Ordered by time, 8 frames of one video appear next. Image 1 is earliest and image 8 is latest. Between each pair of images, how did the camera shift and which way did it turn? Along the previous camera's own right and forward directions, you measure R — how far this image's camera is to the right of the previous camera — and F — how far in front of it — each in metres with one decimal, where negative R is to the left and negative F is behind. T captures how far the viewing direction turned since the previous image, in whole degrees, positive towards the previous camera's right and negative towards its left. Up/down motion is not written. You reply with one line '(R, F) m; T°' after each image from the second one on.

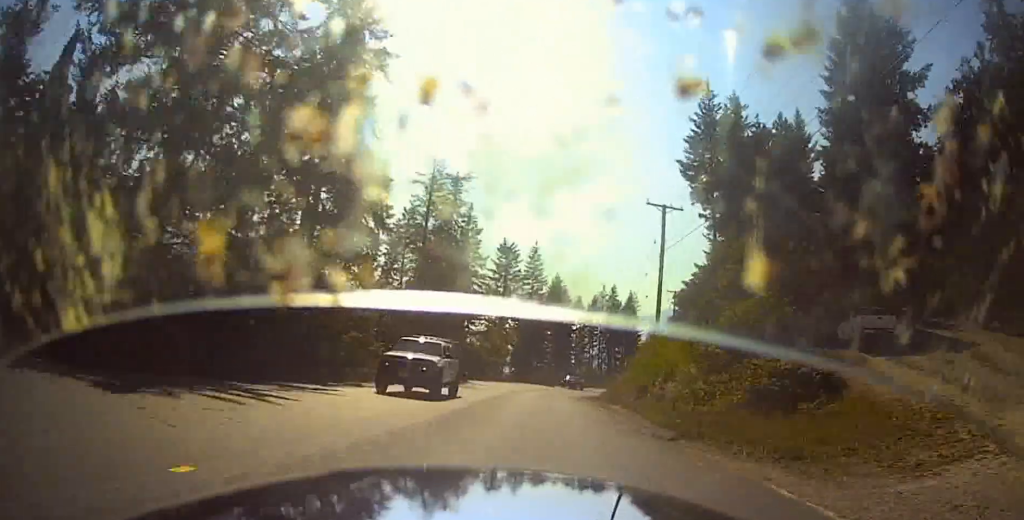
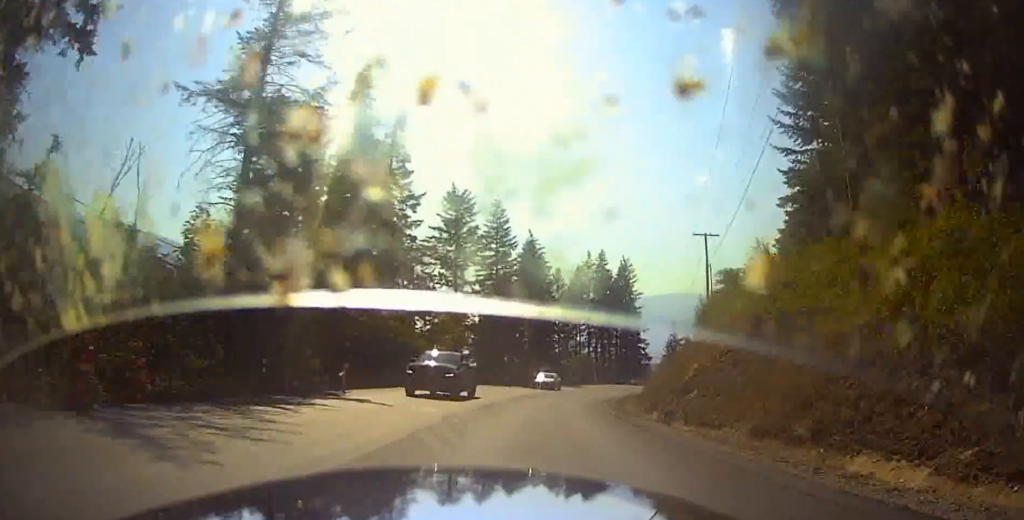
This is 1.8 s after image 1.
(+0.7, +28.2) m; +1°
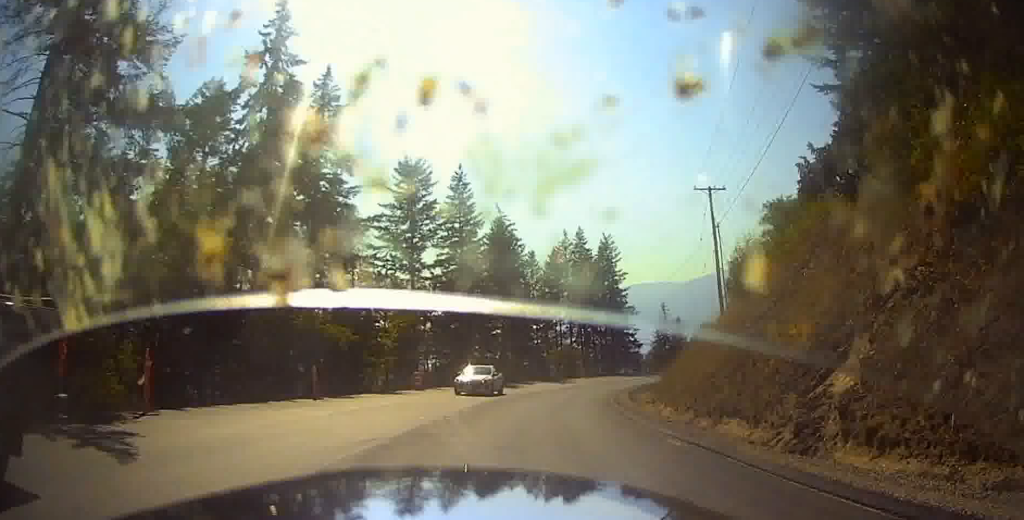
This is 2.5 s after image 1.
(+0.1, +10.6) m; +3°
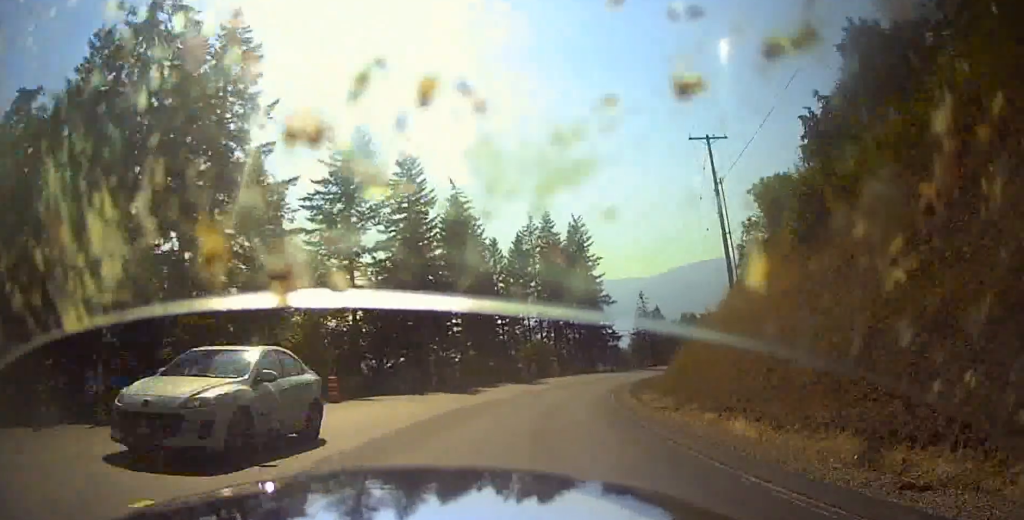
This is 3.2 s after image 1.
(+0.1, +9.5) m; +5°
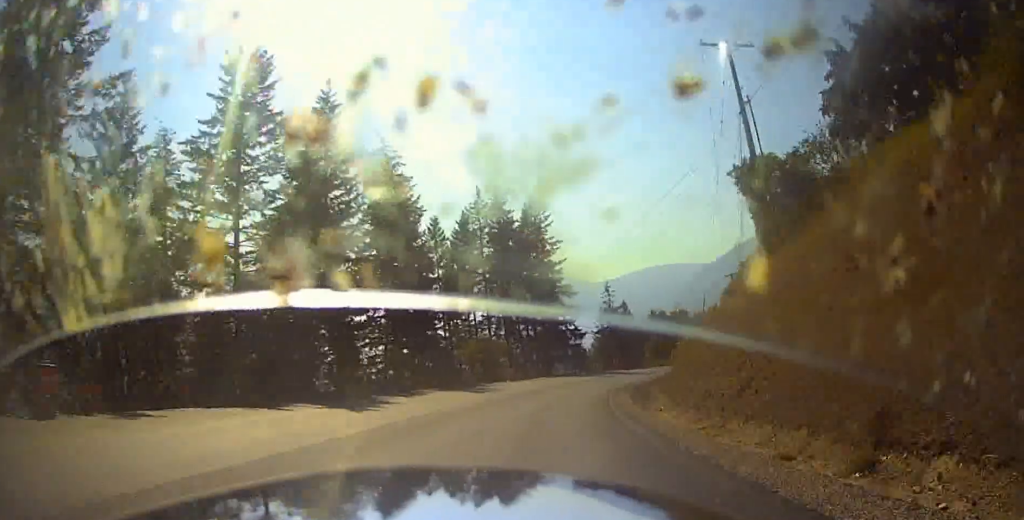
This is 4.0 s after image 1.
(+0.9, +13.0) m; +9°
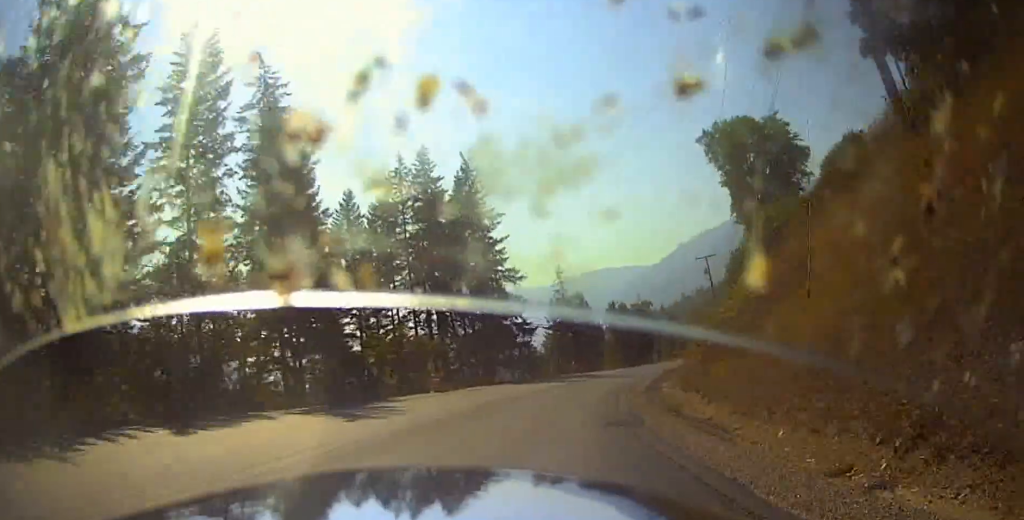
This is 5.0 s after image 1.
(+1.2, +14.4) m; +7°
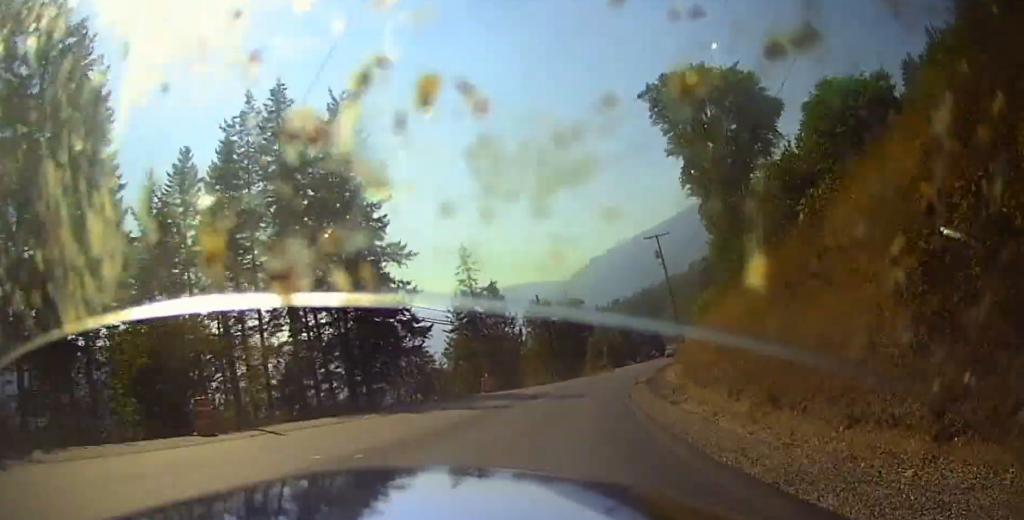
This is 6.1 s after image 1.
(+1.1, +19.0) m; +7°
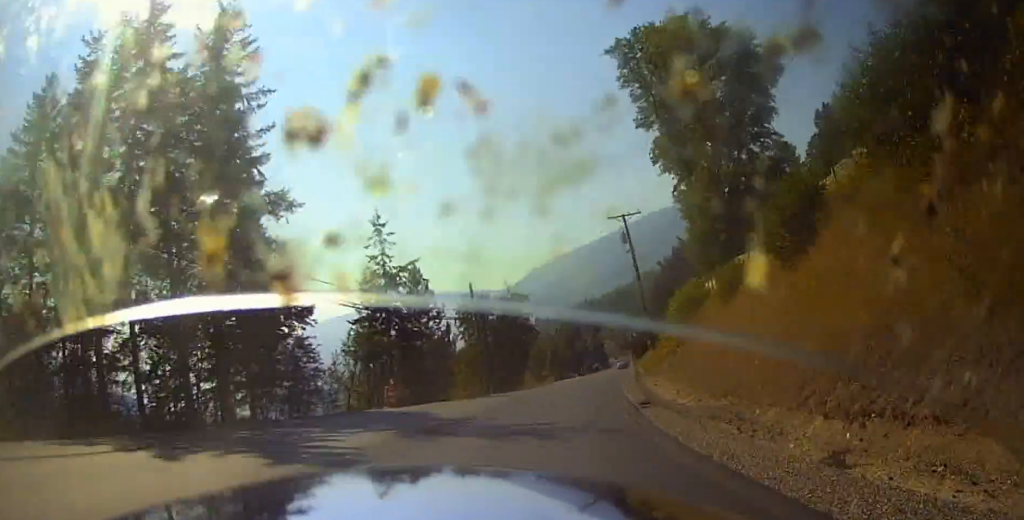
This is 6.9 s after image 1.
(+0.6, +13.4) m; +5°
